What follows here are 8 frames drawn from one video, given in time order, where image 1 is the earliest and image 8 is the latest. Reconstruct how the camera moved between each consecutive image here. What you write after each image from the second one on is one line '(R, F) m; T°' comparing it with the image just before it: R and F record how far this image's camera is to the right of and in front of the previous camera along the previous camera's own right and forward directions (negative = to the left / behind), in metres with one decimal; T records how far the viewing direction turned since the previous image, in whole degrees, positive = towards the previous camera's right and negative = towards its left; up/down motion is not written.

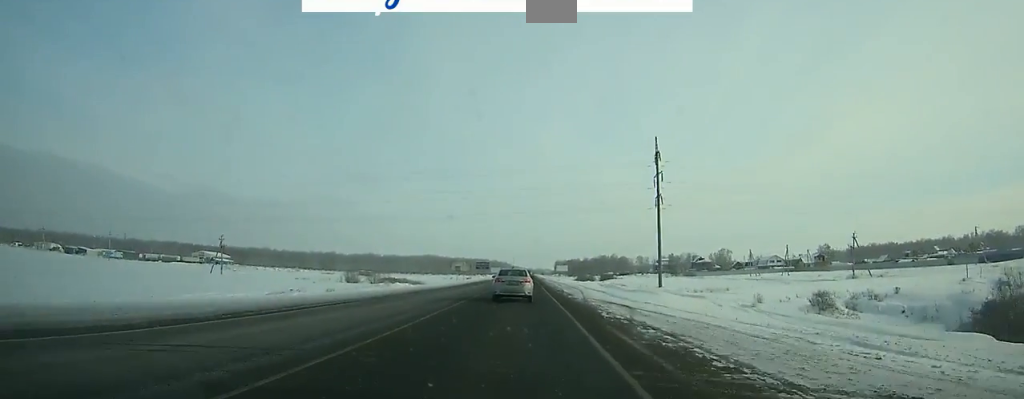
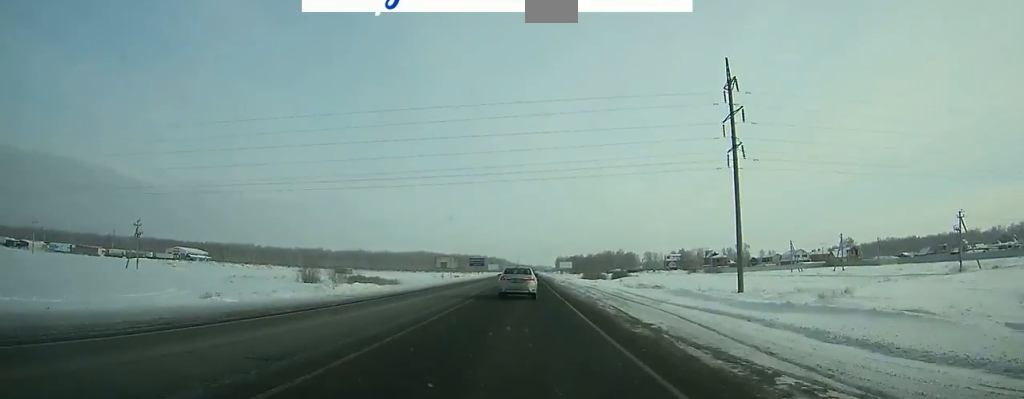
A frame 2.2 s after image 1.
(0.0, +31.6) m; 0°
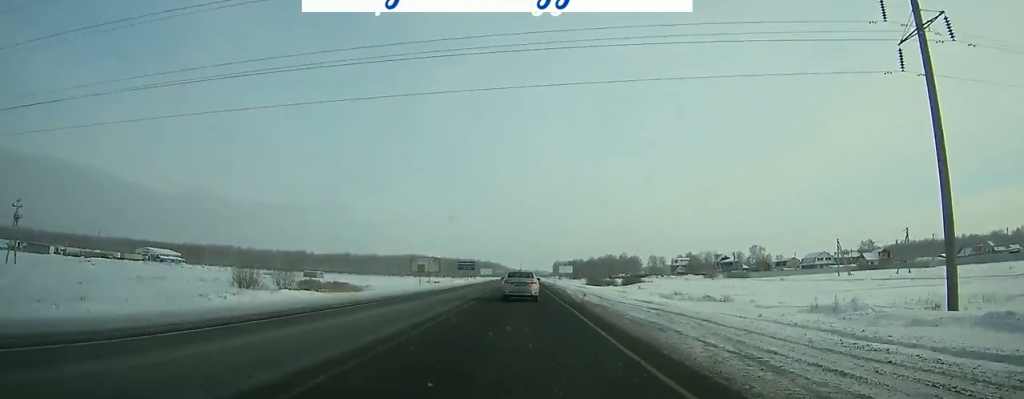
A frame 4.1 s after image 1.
(+0.2, +28.6) m; 0°
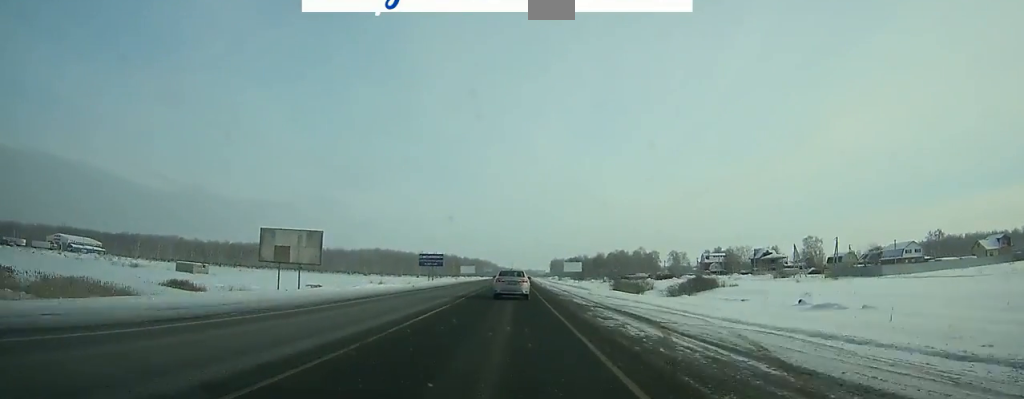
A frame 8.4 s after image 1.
(-0.2, +71.0) m; 0°
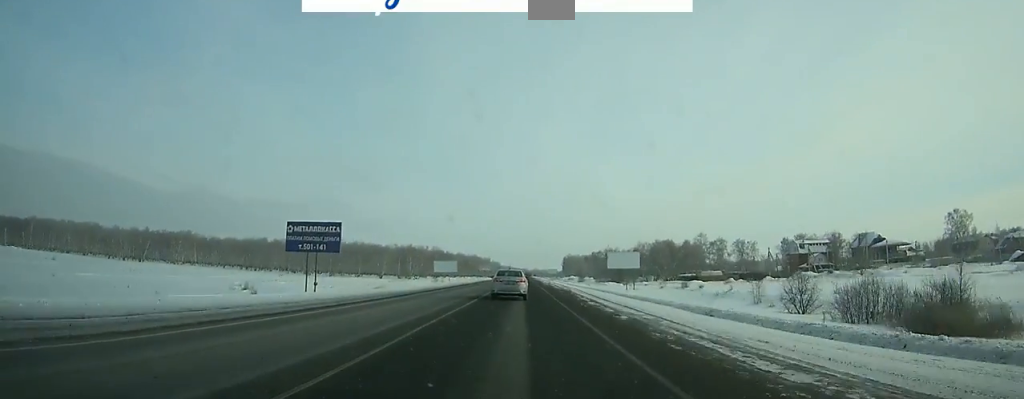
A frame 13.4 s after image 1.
(-0.1, +87.5) m; 0°
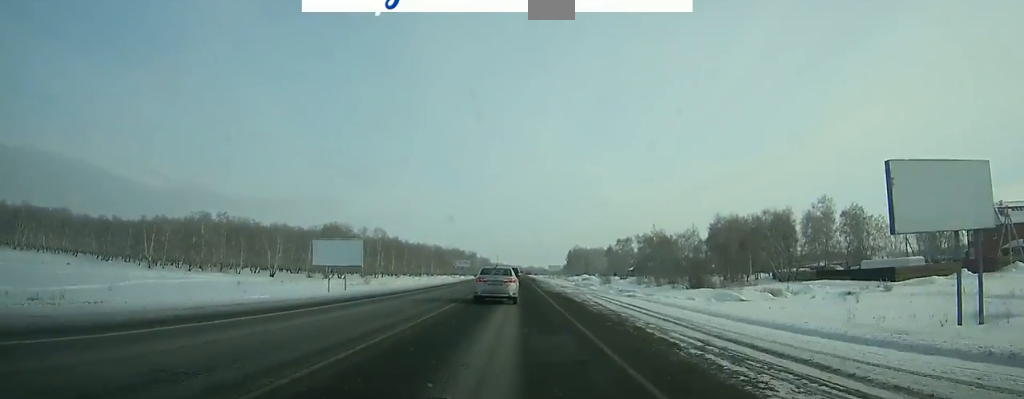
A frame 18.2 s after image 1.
(+0.2, +82.9) m; 0°
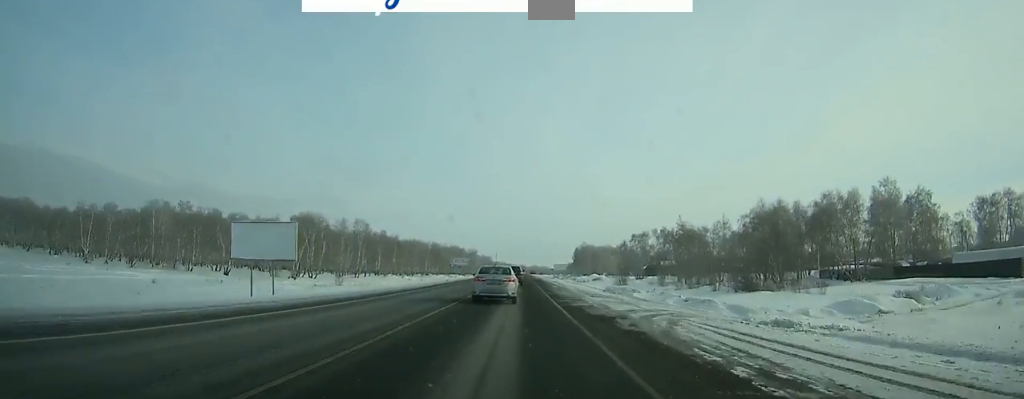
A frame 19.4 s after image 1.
(0.0, +20.1) m; 0°
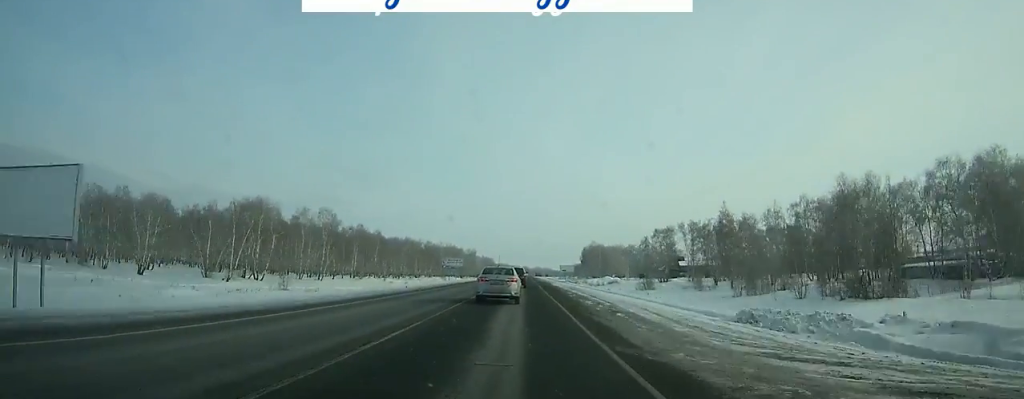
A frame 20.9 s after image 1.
(0.0, +24.4) m; 0°
